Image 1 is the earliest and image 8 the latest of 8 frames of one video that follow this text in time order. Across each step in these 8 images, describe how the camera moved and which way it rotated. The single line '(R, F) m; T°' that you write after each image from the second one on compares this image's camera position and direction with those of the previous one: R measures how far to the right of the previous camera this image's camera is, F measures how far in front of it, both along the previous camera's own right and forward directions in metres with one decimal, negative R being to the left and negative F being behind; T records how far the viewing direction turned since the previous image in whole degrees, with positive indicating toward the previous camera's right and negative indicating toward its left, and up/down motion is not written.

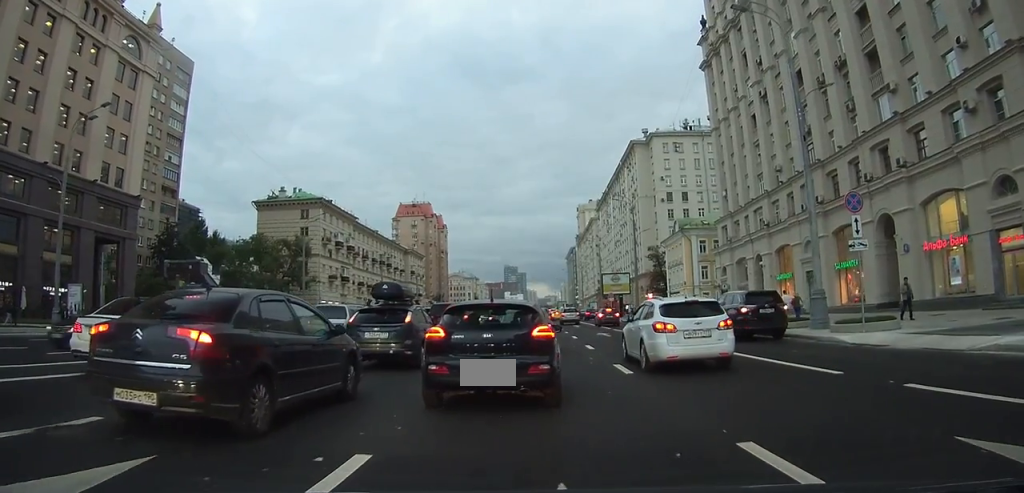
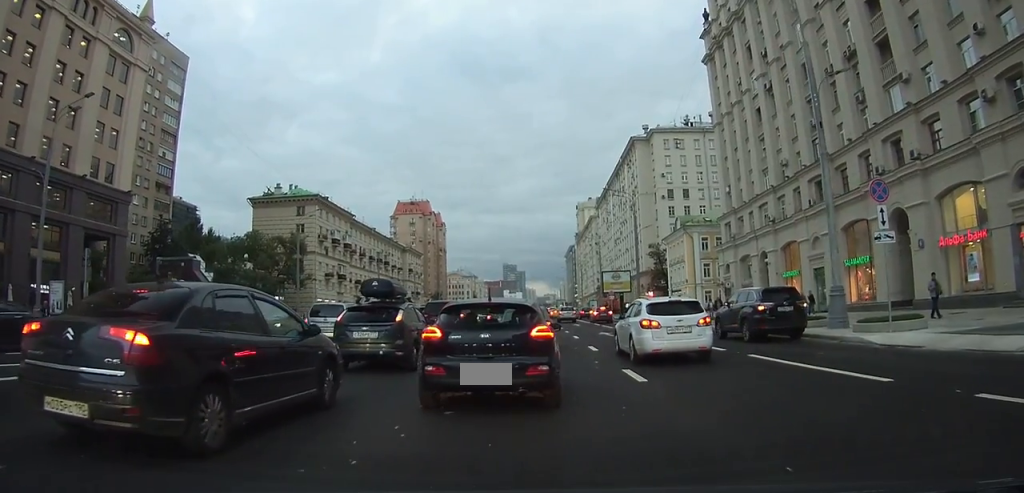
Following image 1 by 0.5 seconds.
(0.0, +1.6) m; 0°
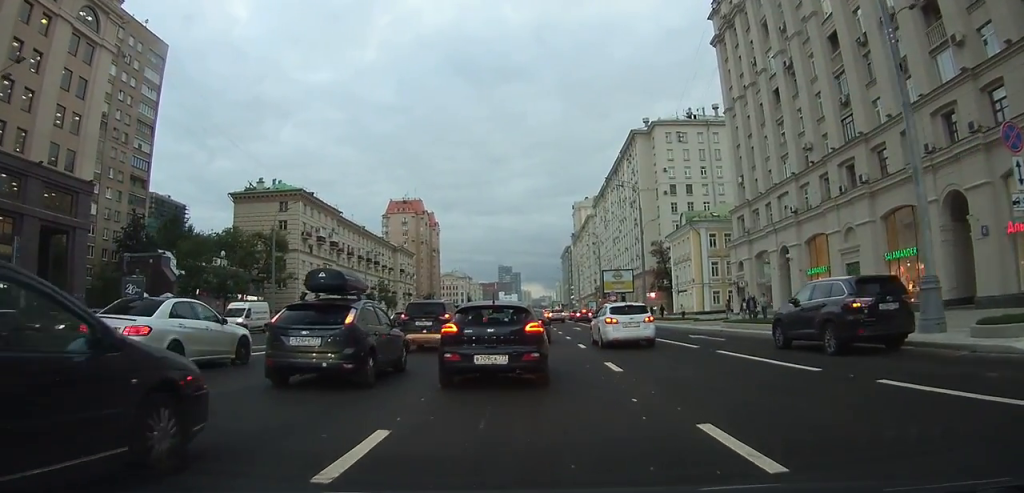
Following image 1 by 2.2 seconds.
(-0.1, +6.8) m; +1°
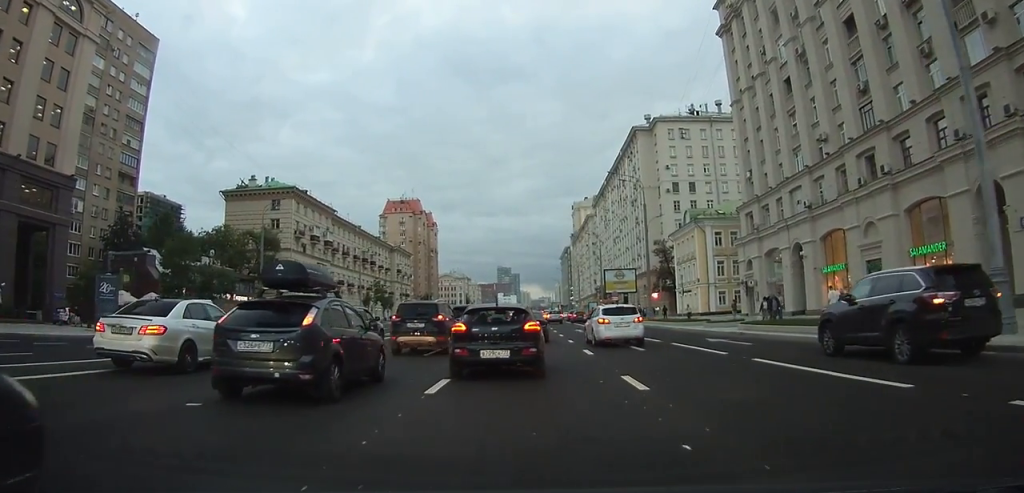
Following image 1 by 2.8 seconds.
(+0.1, +3.0) m; +1°
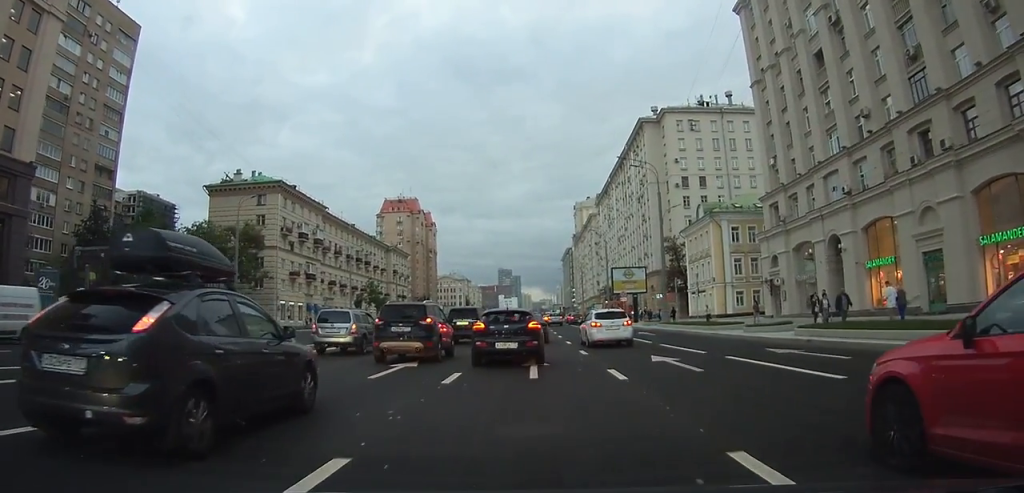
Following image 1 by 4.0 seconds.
(+0.1, +6.2) m; +2°
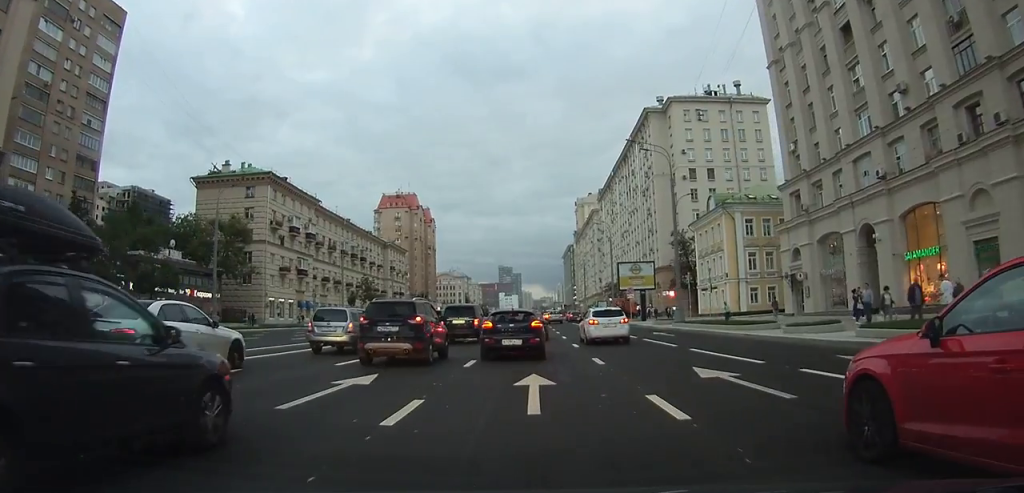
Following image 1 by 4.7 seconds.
(0.0, +4.4) m; +1°
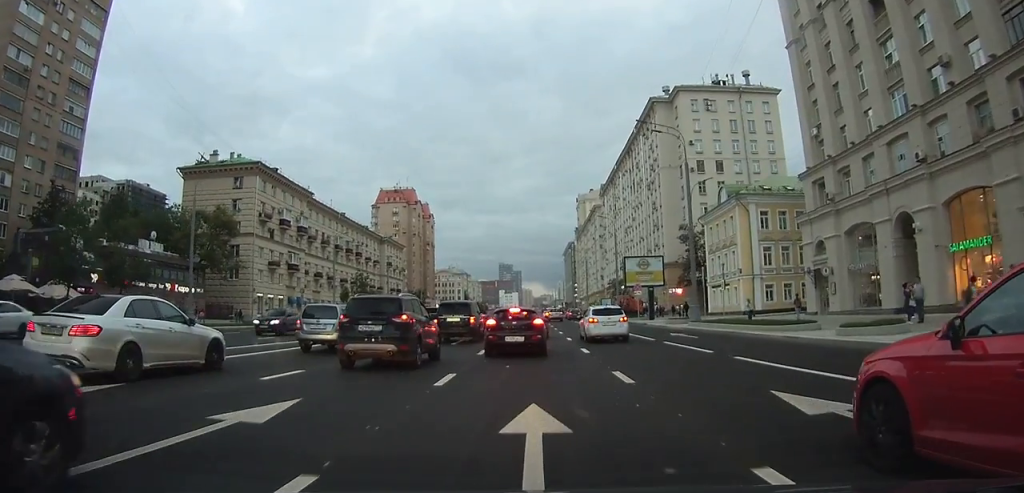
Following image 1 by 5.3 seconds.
(0.0, +4.0) m; +1°
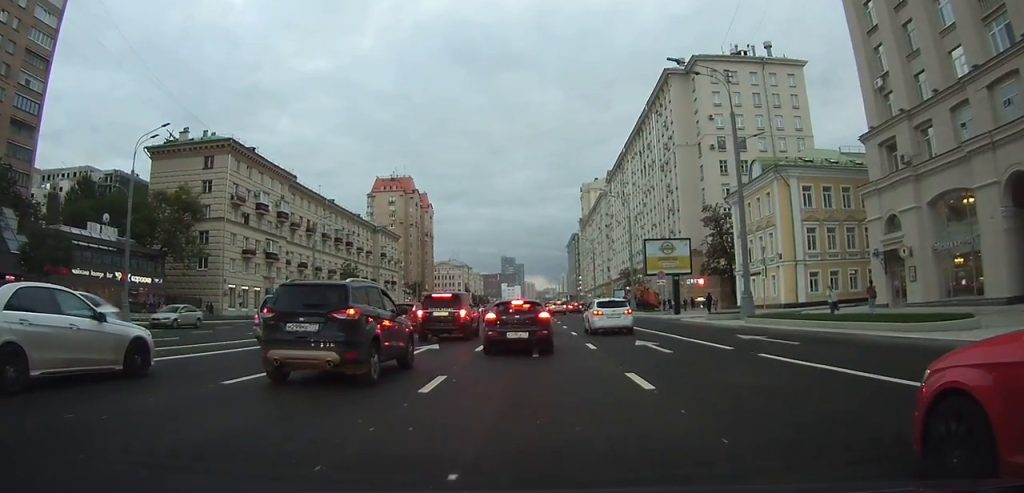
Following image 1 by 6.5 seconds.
(0.0, +8.8) m; -1°
